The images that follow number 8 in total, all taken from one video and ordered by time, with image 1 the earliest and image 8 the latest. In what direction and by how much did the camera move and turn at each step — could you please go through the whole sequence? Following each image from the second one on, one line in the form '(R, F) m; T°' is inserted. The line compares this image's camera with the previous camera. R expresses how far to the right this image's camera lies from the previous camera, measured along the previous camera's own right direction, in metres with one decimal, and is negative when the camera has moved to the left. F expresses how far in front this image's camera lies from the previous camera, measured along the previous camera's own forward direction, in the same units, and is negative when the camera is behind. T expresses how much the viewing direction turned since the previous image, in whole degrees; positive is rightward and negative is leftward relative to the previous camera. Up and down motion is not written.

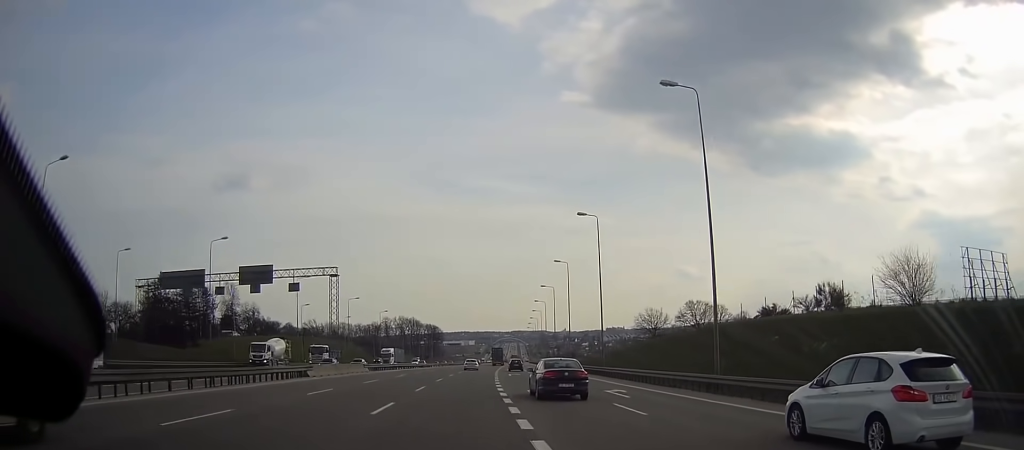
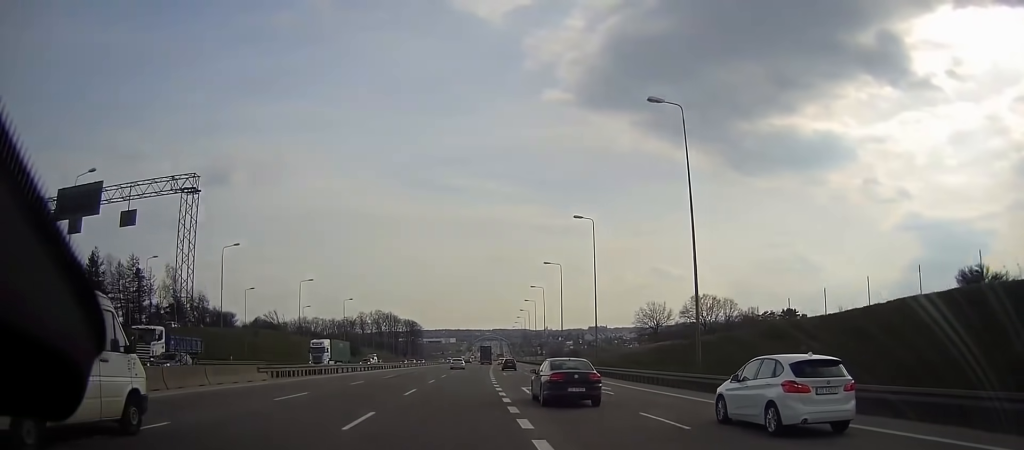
(+0.4, +27.6) m; +1°
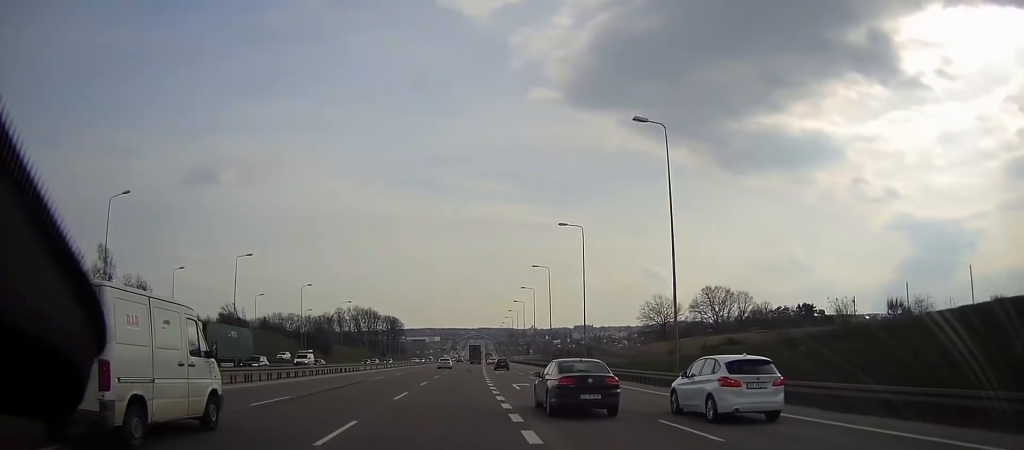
(+0.3, +25.9) m; +1°
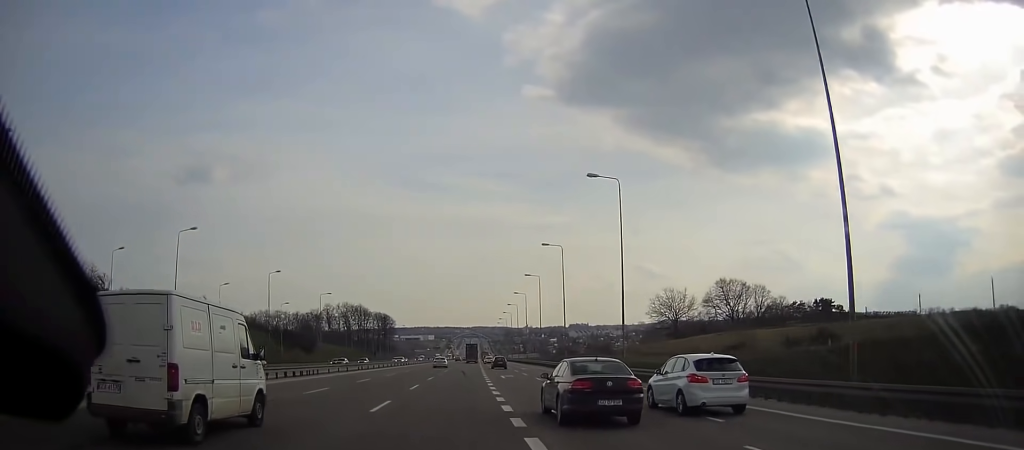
(+0.1, +17.2) m; +1°
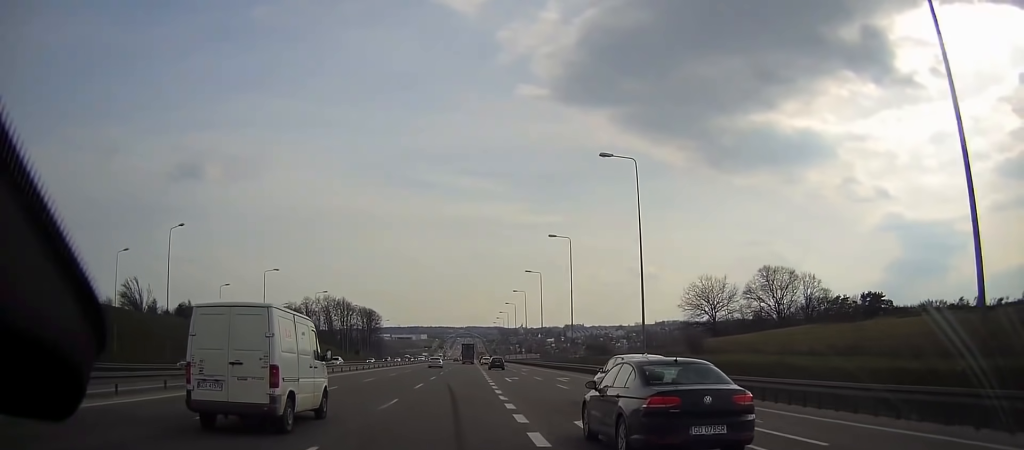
(+0.3, +34.7) m; +1°
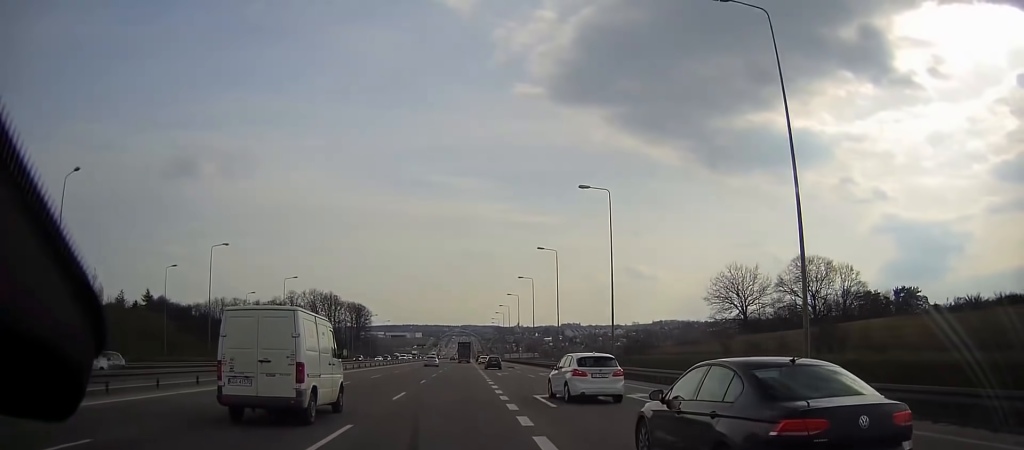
(0.0, +20.6) m; 0°
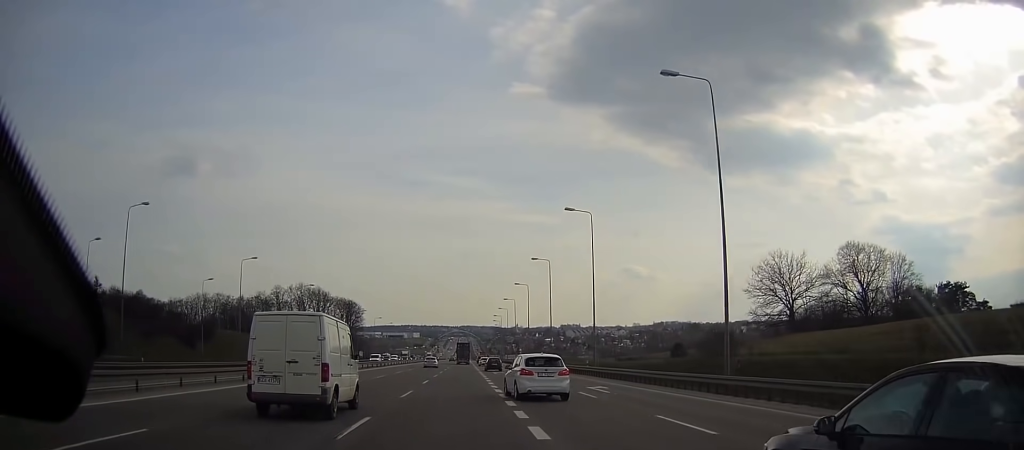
(0.0, +21.8) m; 0°
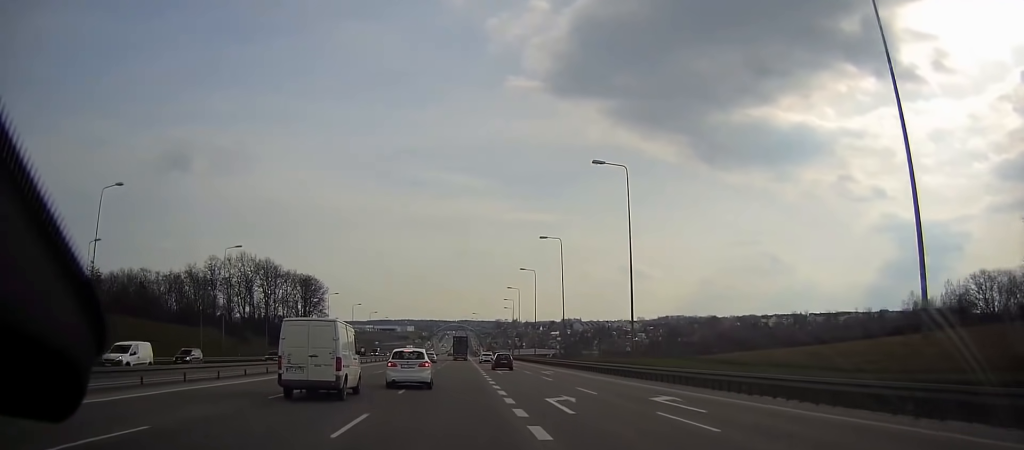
(0.0, +71.1) m; 0°
